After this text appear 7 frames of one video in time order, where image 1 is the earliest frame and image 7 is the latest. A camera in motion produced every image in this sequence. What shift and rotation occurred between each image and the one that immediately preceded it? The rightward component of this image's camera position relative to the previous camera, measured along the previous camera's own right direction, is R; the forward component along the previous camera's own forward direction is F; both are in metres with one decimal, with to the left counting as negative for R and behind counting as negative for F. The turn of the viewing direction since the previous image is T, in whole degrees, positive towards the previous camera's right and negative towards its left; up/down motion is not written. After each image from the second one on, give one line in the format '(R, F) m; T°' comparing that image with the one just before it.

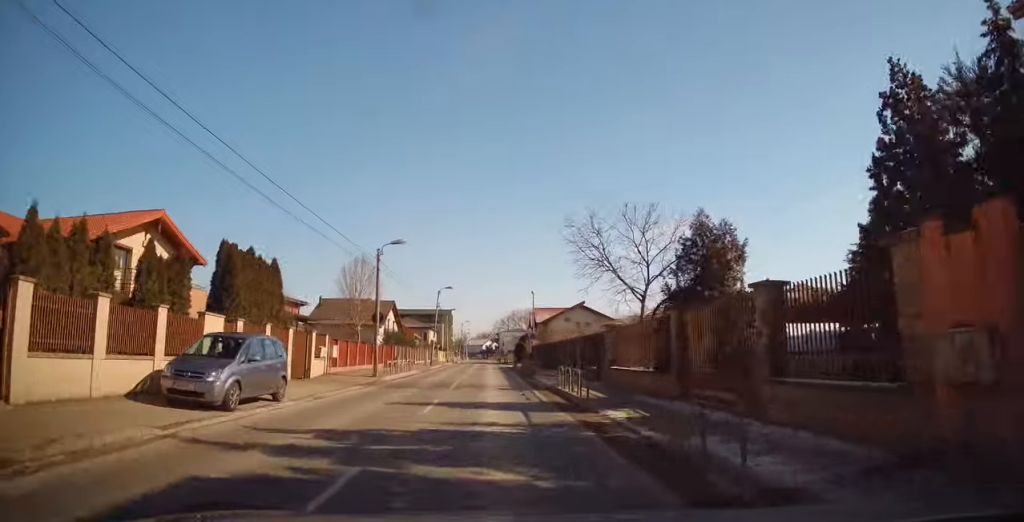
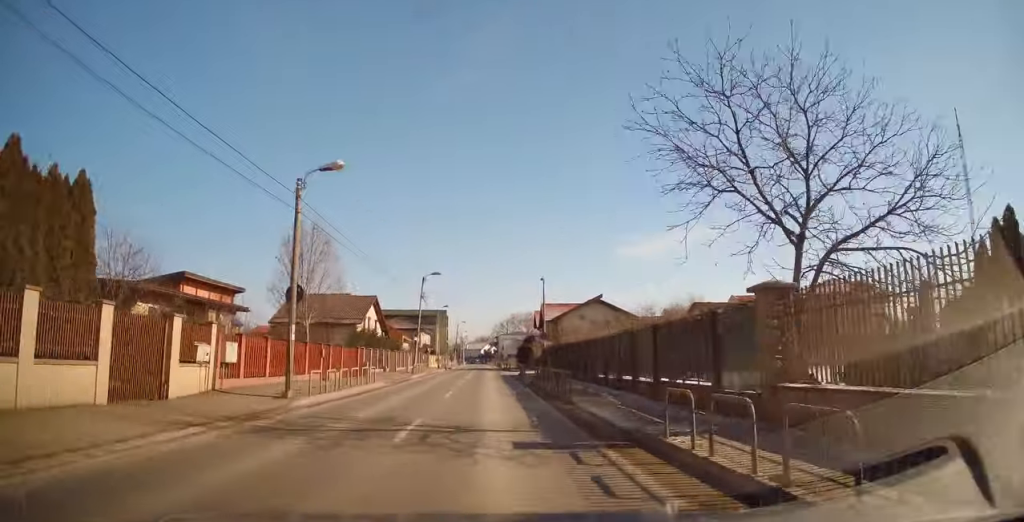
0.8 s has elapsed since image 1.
(-0.4, +11.7) m; -2°
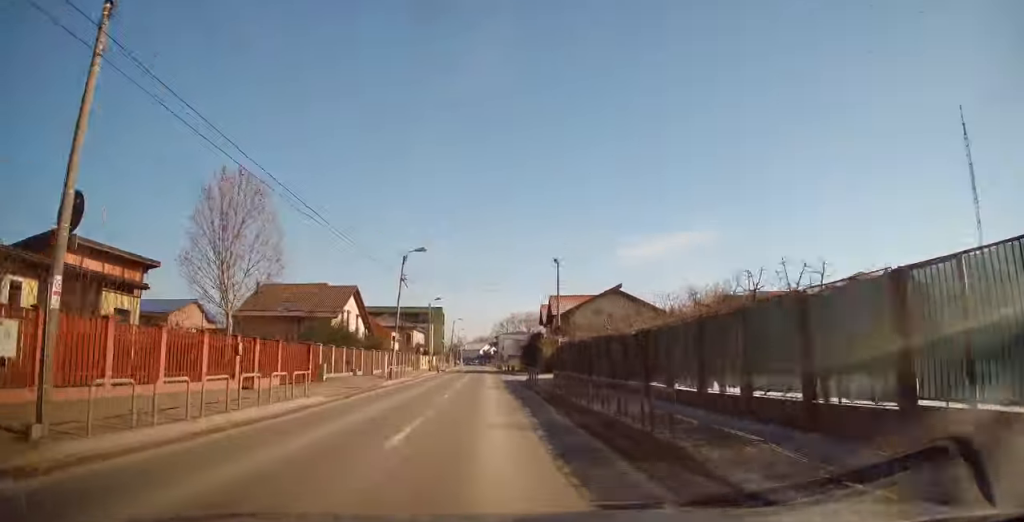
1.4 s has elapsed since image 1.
(0.0, +9.3) m; 0°
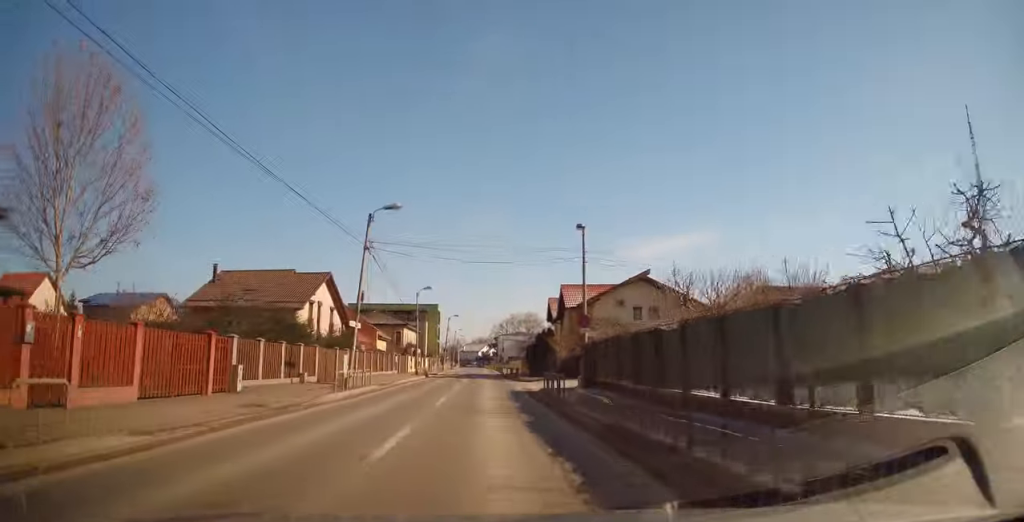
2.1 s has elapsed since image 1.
(0.0, +9.3) m; 0°
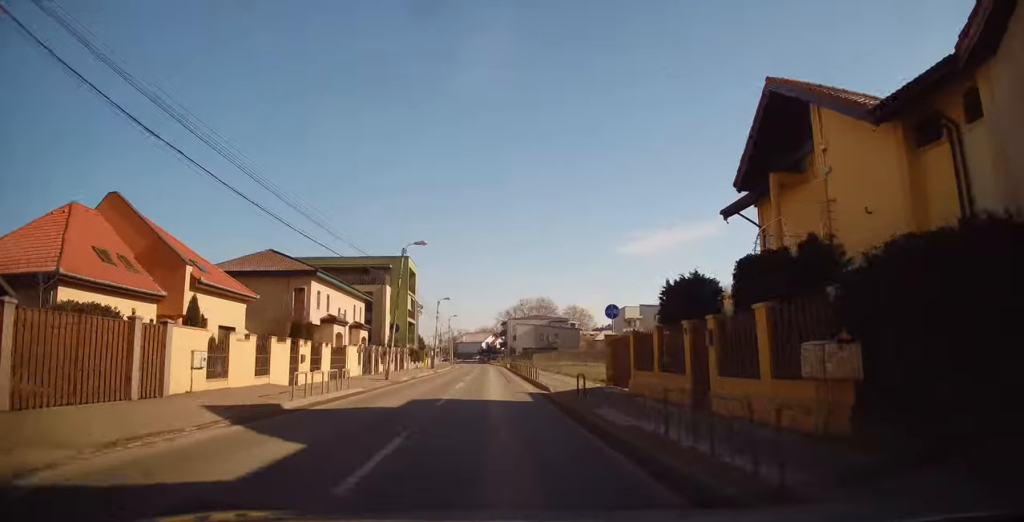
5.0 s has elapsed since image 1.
(0.0, +43.5) m; 0°
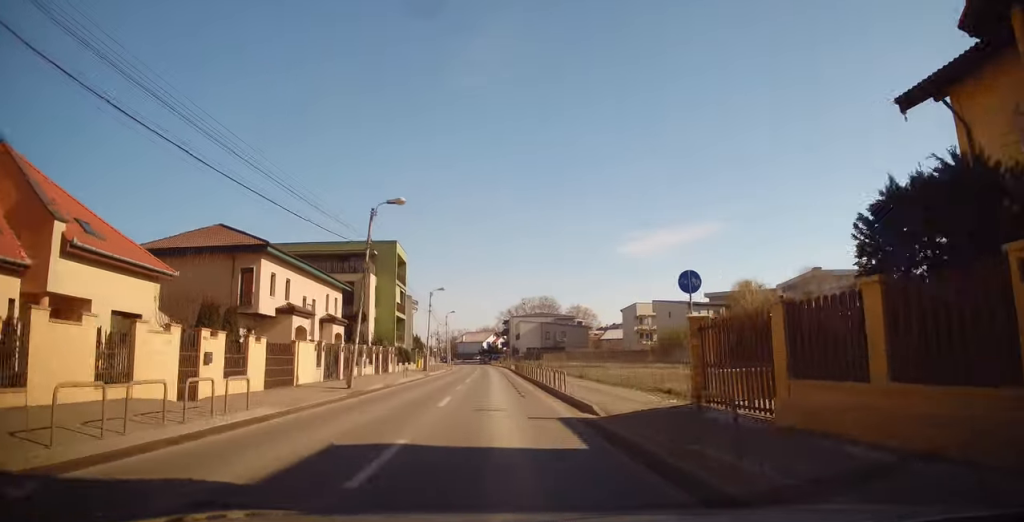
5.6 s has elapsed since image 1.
(0.0, +8.4) m; 0°
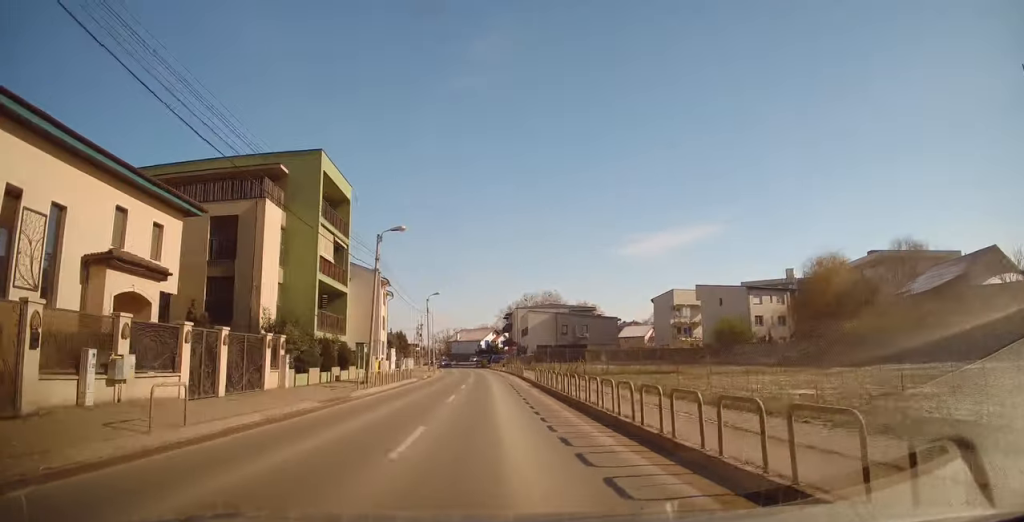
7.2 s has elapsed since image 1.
(0.0, +24.0) m; 0°
